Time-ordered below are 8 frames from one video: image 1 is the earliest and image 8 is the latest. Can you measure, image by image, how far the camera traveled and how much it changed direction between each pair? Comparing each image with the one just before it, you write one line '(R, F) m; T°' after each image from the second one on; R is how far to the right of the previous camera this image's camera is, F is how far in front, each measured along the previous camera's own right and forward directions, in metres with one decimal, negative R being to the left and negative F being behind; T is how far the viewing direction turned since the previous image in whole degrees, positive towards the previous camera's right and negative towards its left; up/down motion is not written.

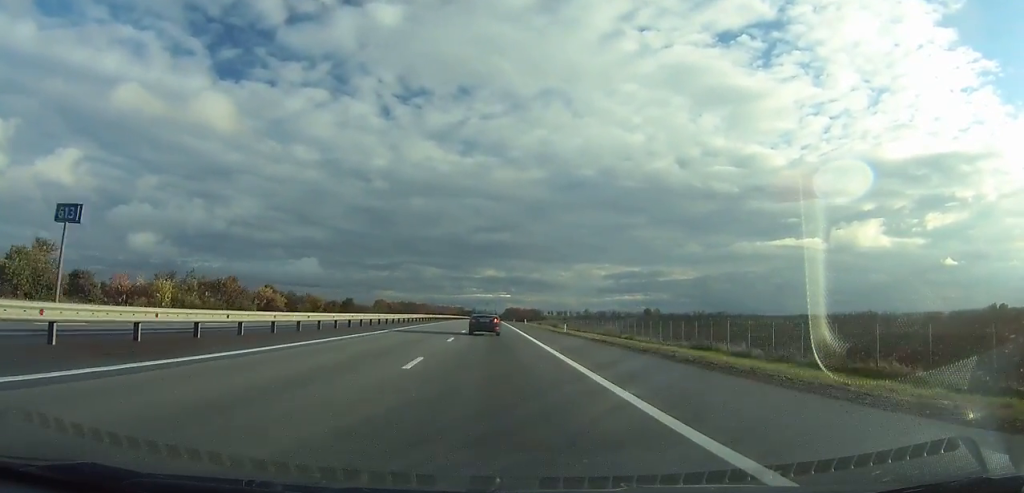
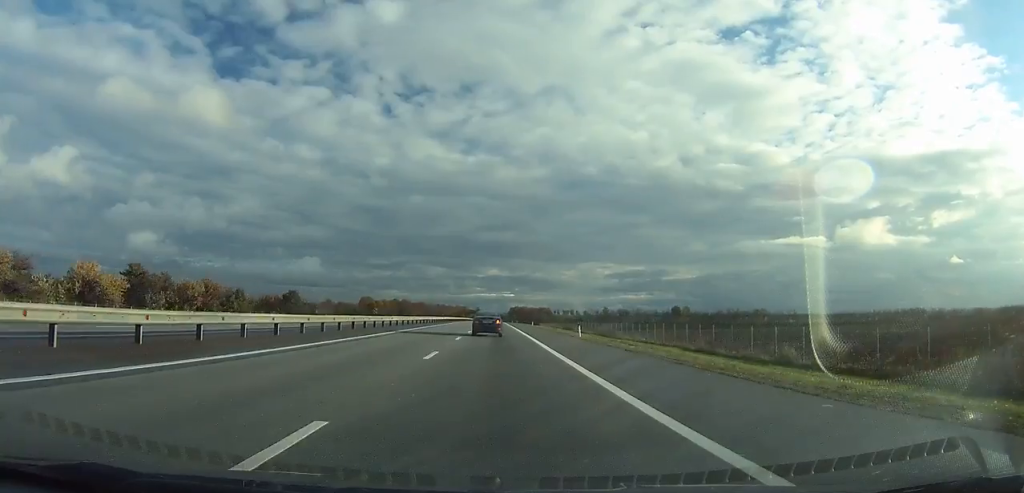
(0.0, +56.7) m; 0°
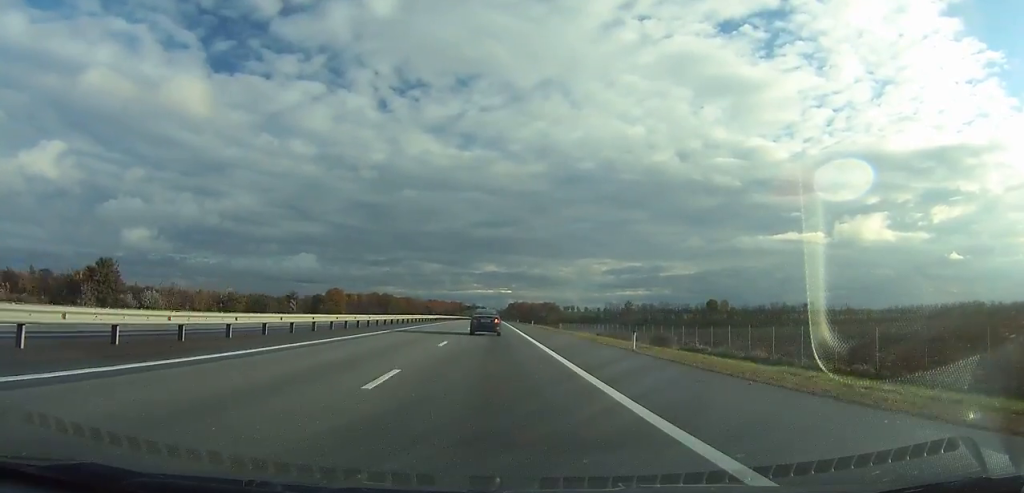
(0.0, +66.0) m; 0°
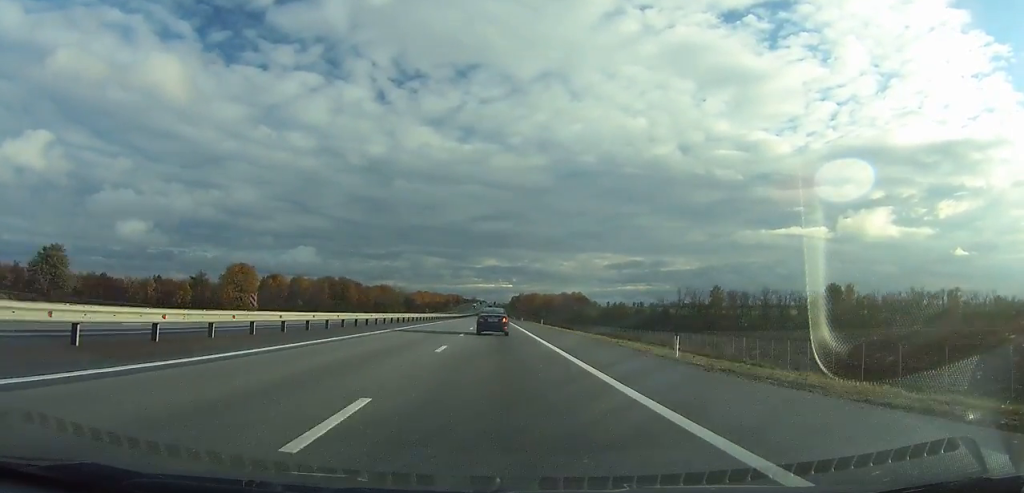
(+0.1, +112.0) m; 0°
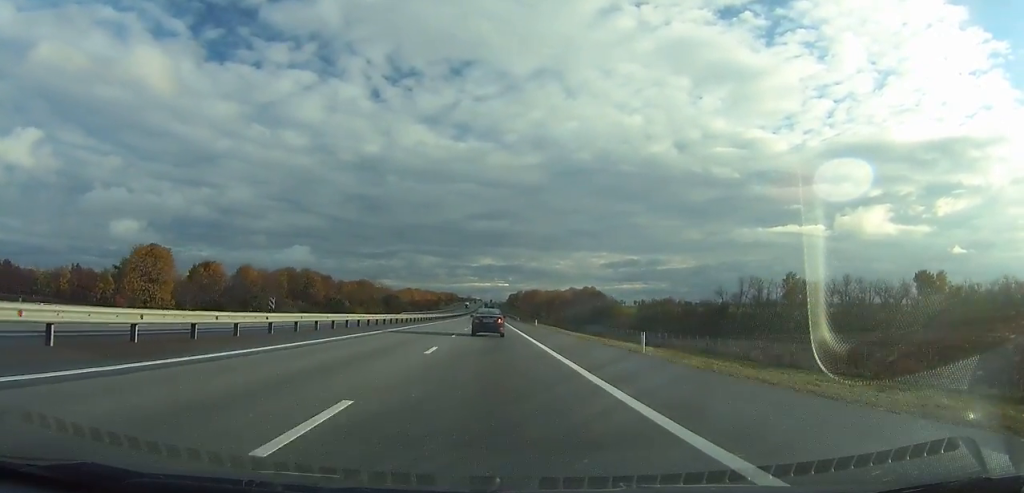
(-0.1, +48.4) m; 0°
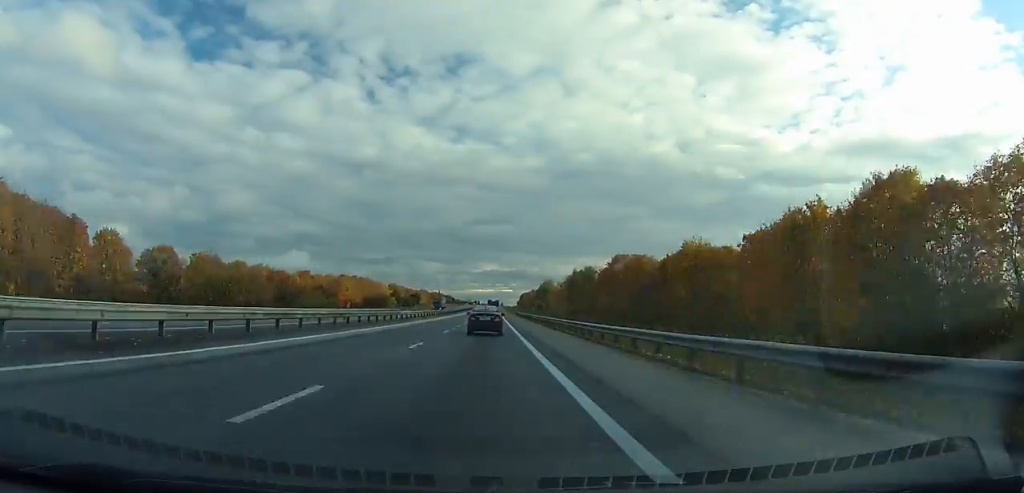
(-0.4, +253.3) m; 0°
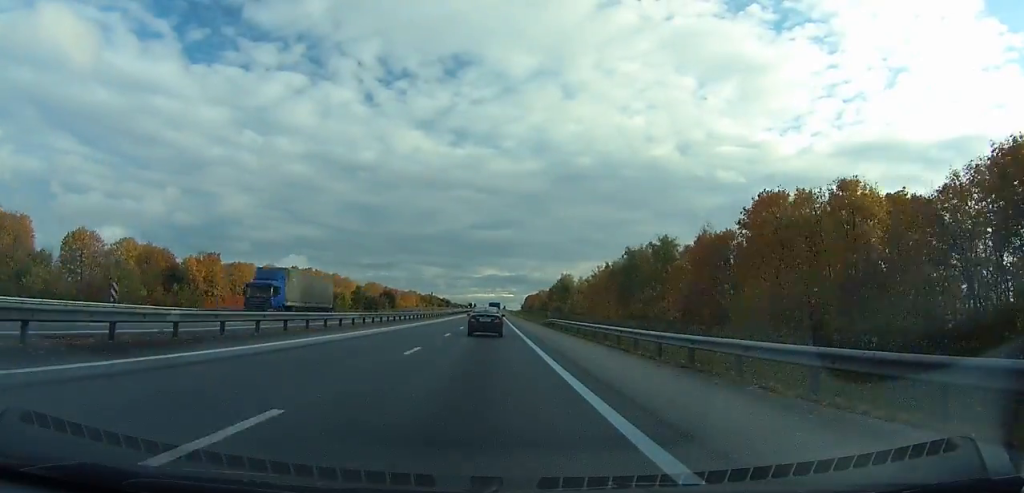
(-0.2, +75.1) m; 0°
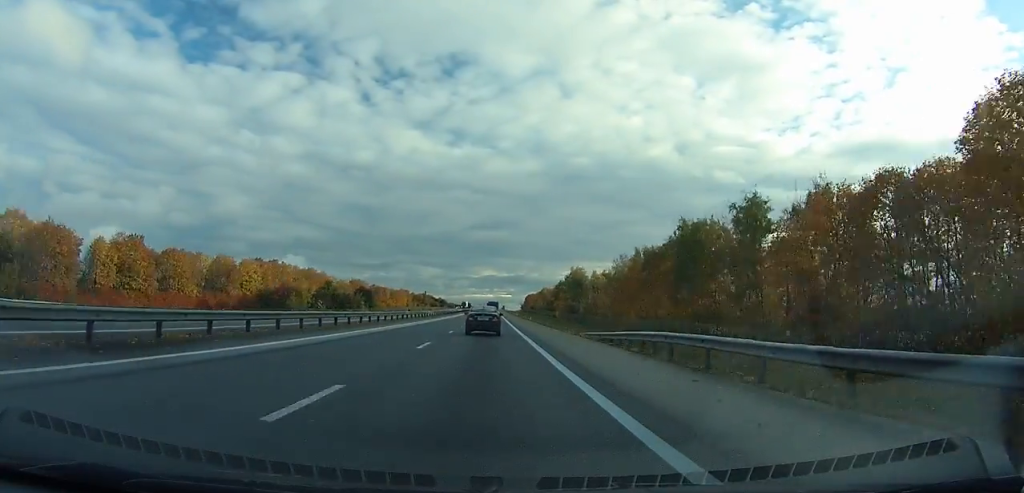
(-0.1, +34.4) m; 0°
